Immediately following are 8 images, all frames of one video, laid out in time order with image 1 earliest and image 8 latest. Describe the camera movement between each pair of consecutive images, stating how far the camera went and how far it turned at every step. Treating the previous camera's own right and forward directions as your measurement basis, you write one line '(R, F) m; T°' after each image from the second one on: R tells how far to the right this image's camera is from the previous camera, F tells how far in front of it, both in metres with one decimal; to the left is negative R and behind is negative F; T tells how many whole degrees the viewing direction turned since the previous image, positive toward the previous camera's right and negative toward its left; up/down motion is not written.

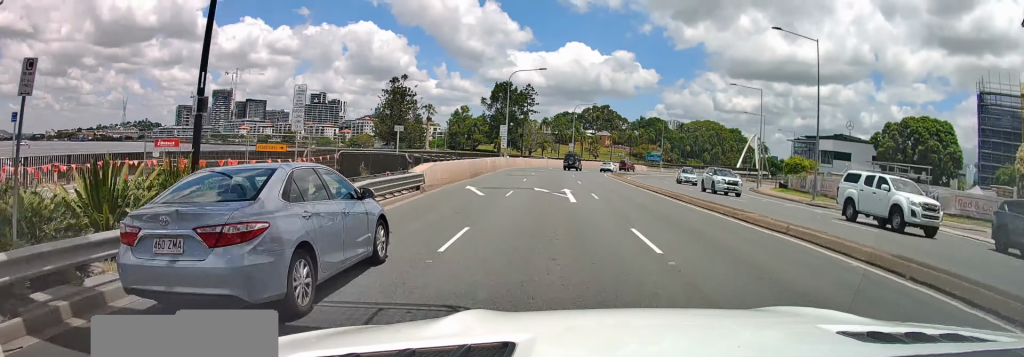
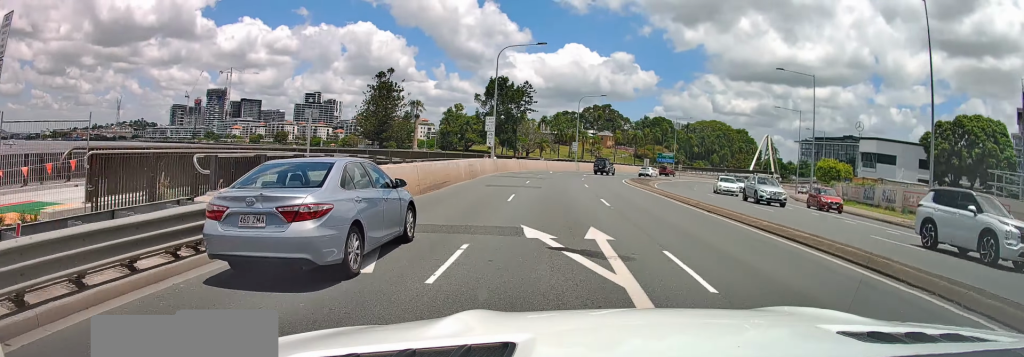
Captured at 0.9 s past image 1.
(+0.2, +14.2) m; +1°
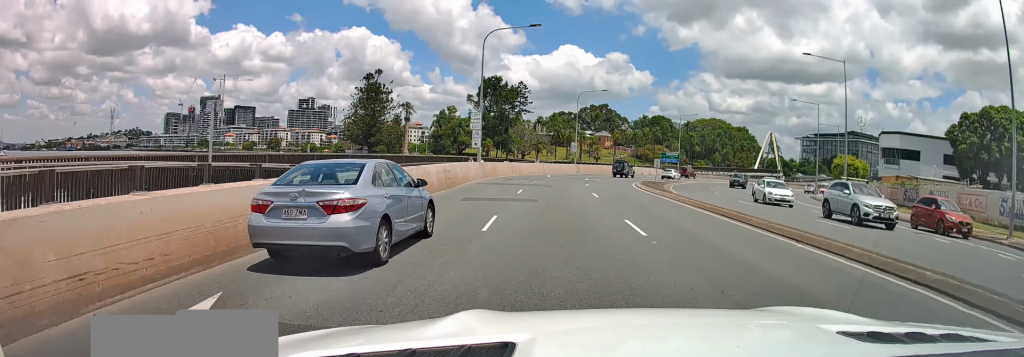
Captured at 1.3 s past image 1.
(-0.1, +7.0) m; +1°
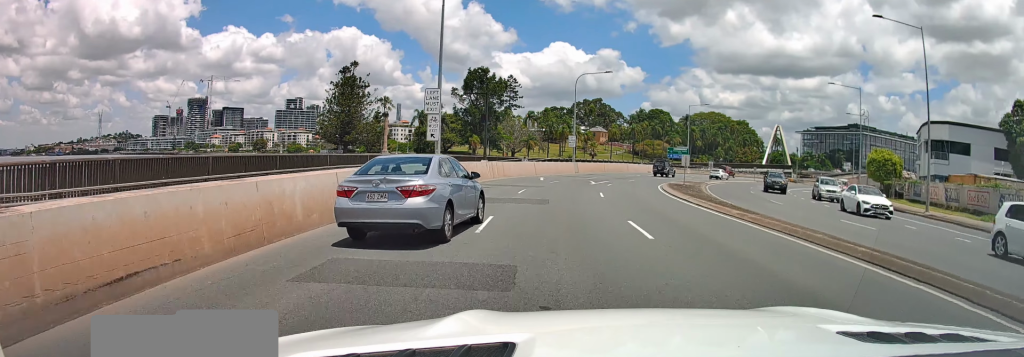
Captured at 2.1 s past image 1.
(+0.1, +12.8) m; +3°
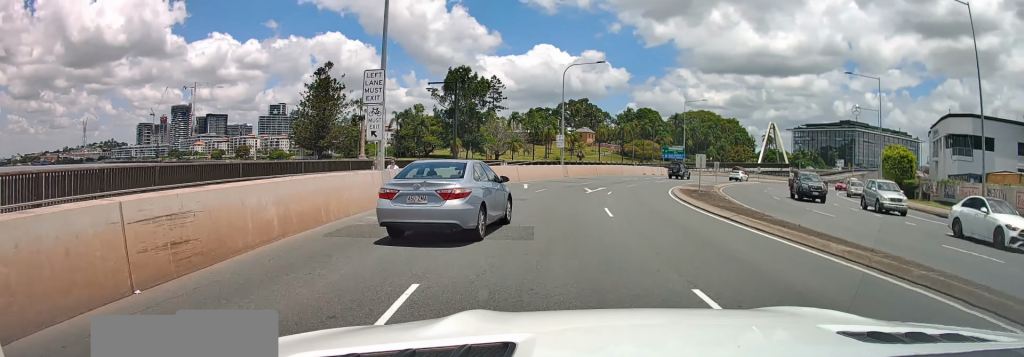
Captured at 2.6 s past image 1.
(+0.2, +7.1) m; +2°
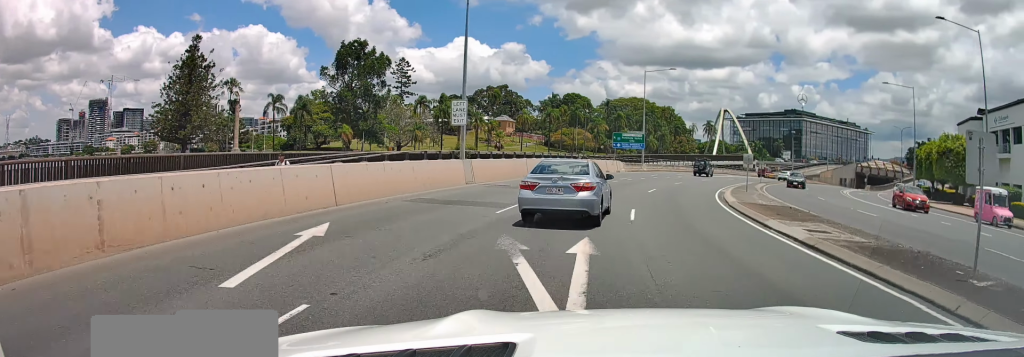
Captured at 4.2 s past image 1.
(+1.9, +25.6) m; +9°
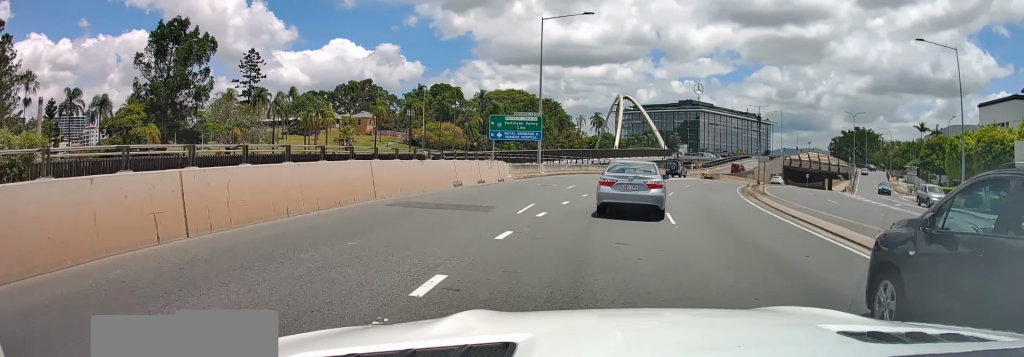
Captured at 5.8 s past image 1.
(+2.3, +25.0) m; +12°
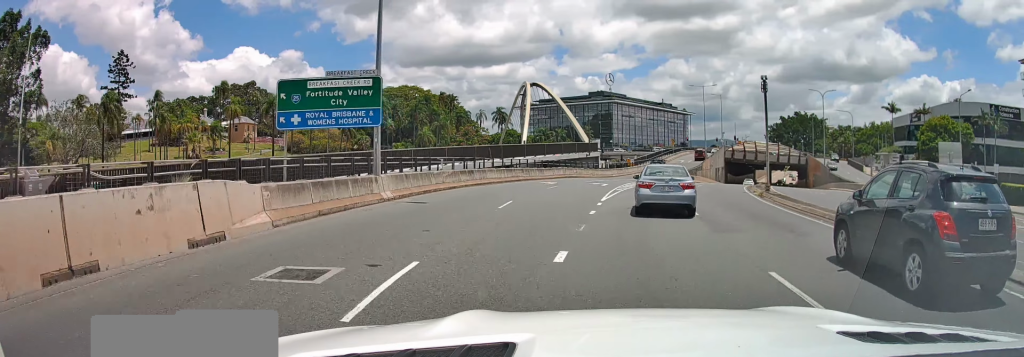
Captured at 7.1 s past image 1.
(+2.0, +20.7) m; +9°
